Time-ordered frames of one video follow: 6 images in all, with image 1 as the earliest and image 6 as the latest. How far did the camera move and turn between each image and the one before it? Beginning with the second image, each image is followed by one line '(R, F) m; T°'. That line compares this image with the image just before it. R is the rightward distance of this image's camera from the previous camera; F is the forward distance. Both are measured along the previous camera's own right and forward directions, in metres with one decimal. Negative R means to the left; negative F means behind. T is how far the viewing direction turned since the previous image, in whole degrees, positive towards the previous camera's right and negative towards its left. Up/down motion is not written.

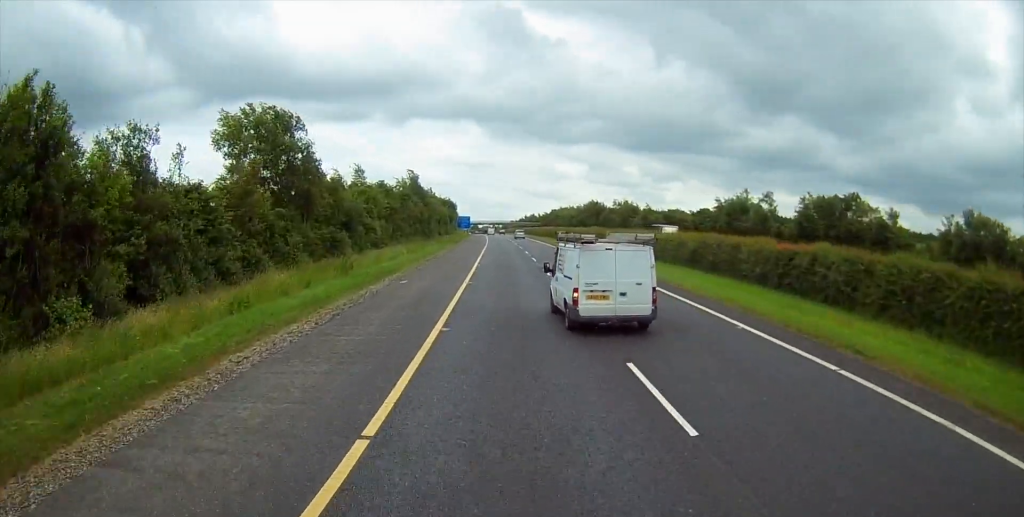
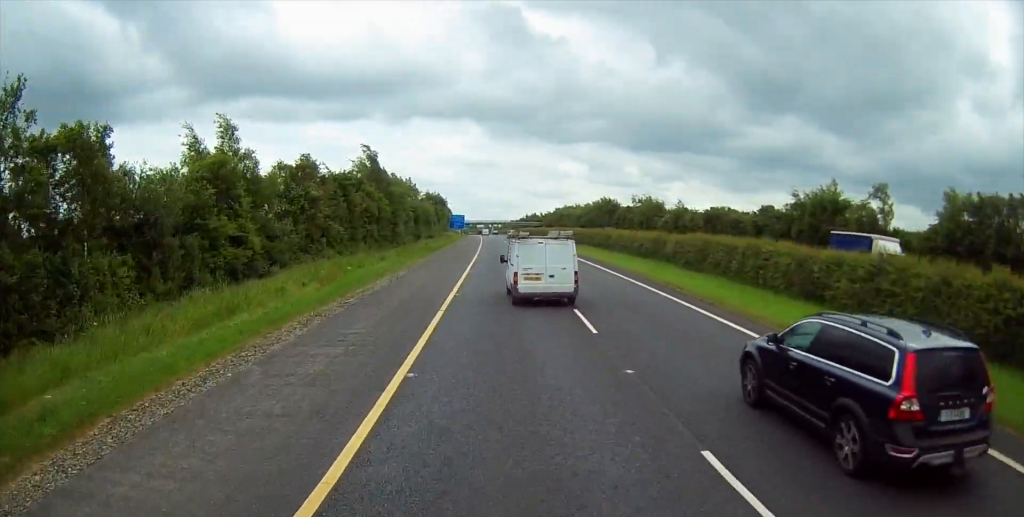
(-0.4, +28.4) m; 0°
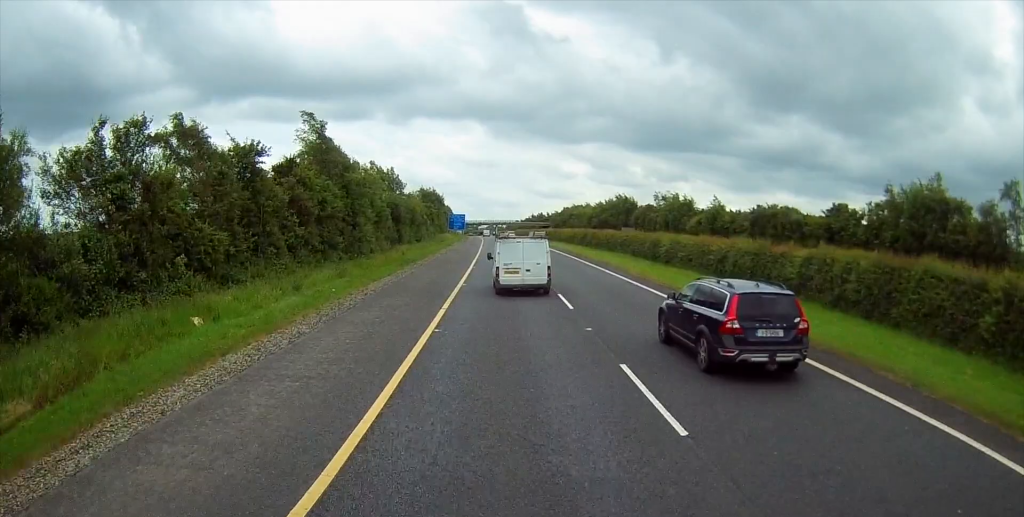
(+0.3, +19.2) m; +1°
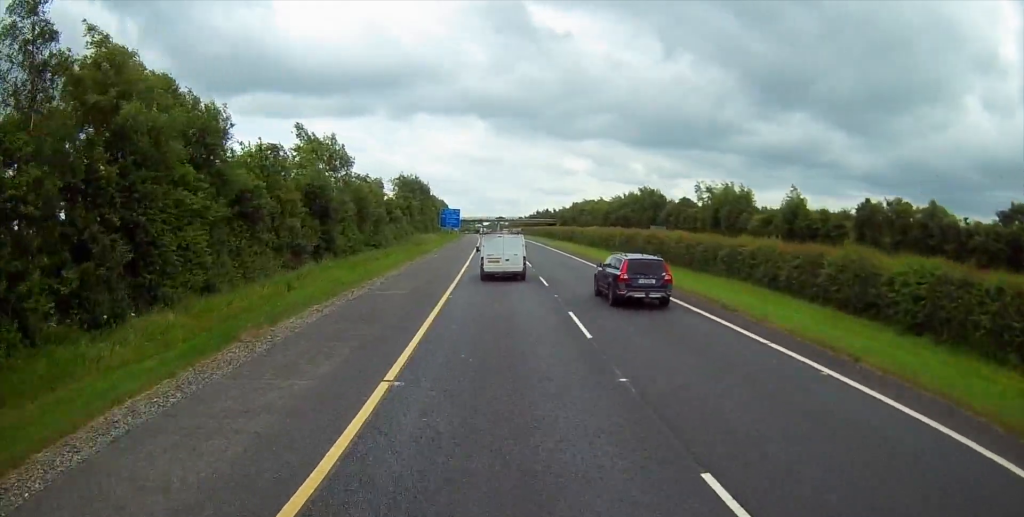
(-0.4, +29.2) m; -1°
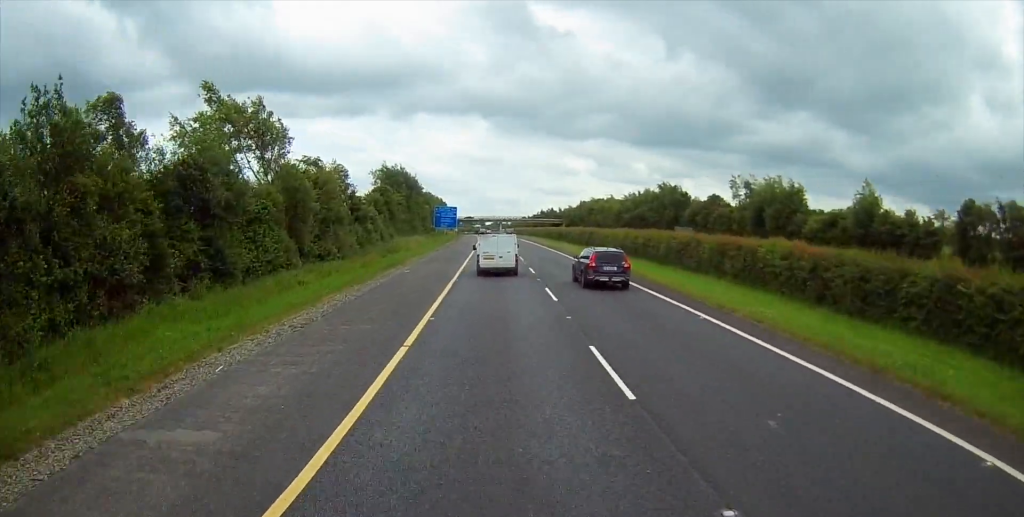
(-0.1, +16.9) m; -1°
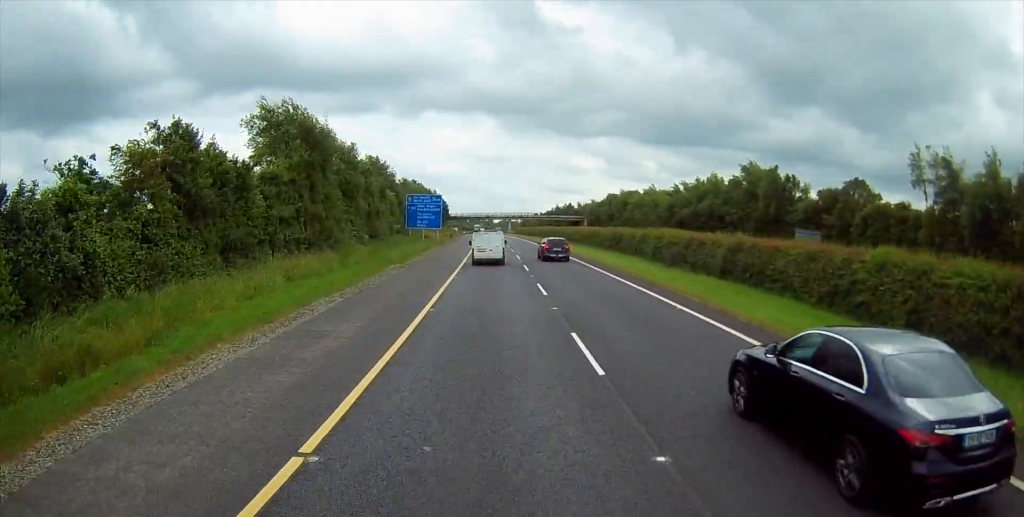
(+0.4, +46.2) m; 0°
